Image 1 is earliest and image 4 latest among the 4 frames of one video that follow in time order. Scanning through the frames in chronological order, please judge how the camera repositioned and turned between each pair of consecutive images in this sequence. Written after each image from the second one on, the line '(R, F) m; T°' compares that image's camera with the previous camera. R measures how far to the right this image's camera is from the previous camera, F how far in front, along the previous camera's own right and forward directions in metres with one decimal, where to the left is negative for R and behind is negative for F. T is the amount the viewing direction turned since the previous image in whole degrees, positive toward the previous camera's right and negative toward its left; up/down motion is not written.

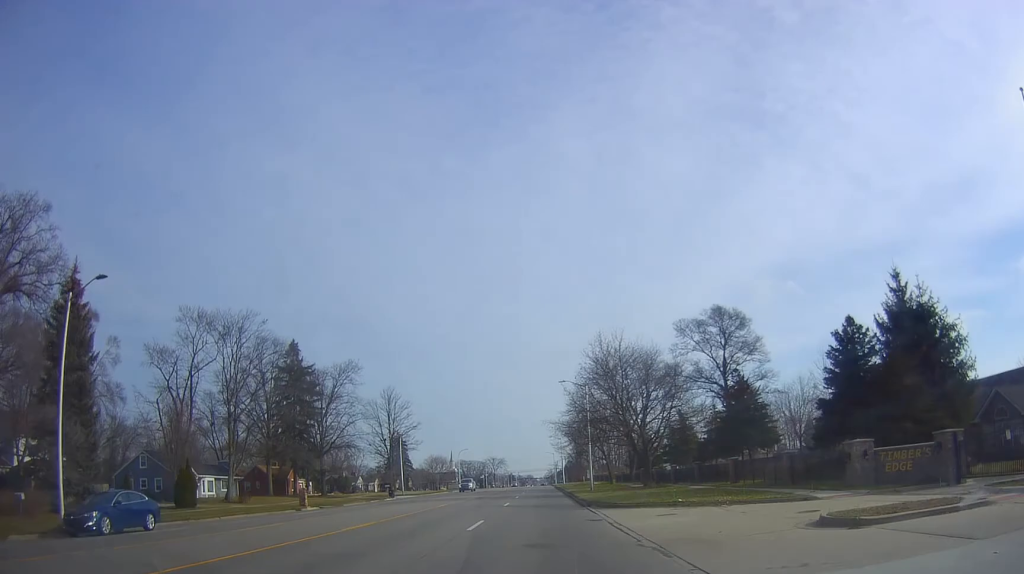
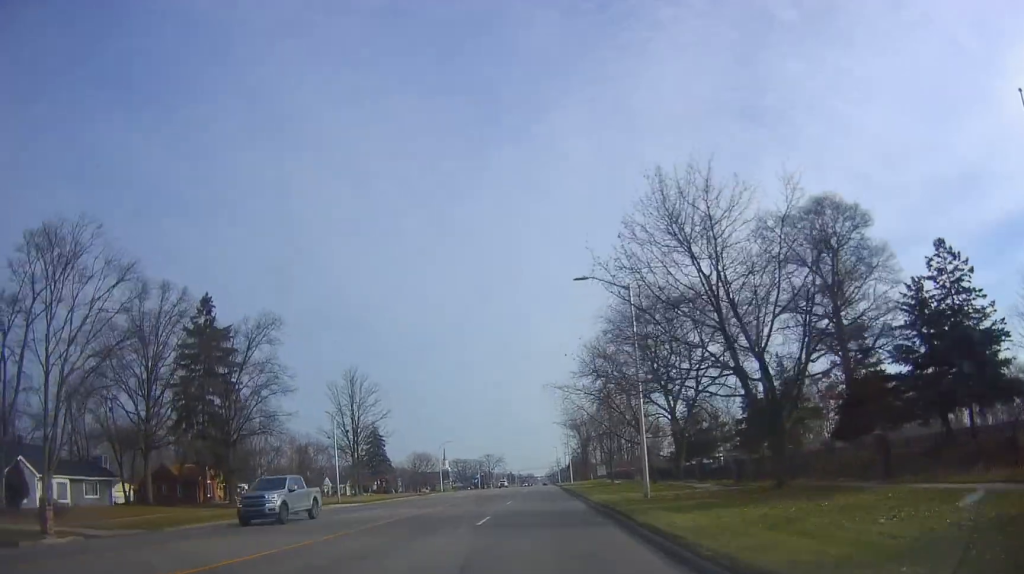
(+0.3, +28.0) m; -1°
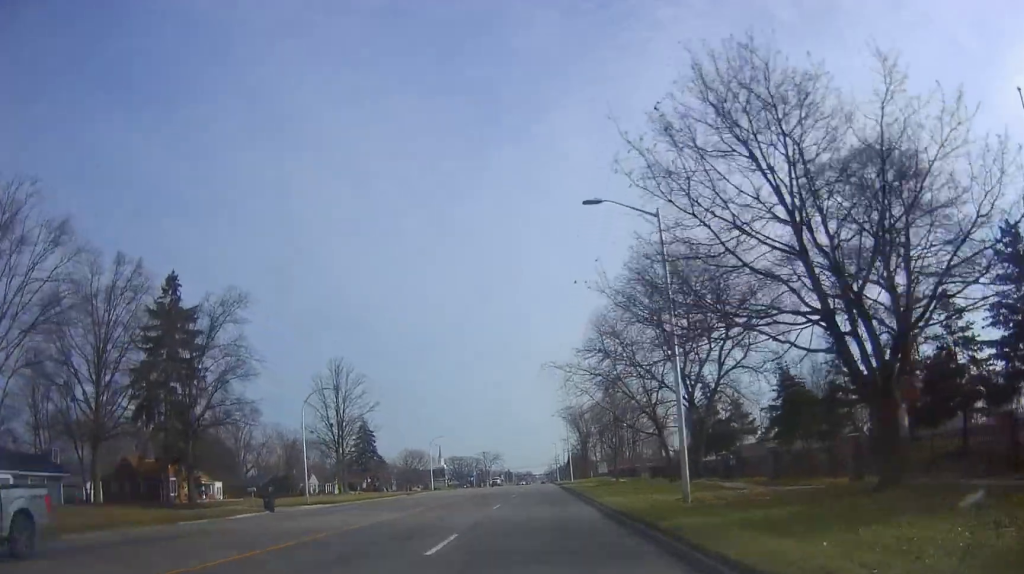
(-0.2, +7.8) m; -1°
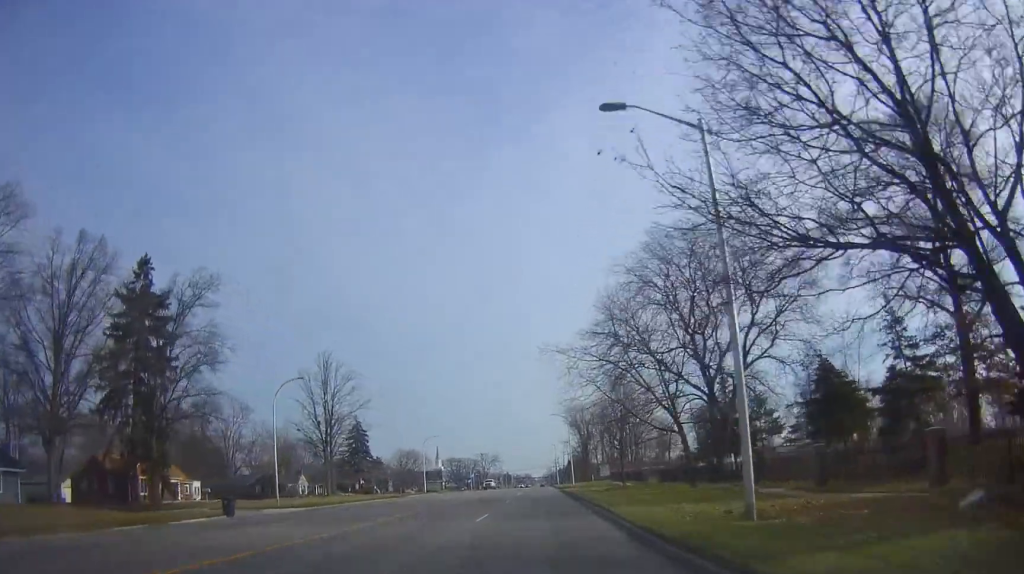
(-0.1, +5.9) m; -1°
